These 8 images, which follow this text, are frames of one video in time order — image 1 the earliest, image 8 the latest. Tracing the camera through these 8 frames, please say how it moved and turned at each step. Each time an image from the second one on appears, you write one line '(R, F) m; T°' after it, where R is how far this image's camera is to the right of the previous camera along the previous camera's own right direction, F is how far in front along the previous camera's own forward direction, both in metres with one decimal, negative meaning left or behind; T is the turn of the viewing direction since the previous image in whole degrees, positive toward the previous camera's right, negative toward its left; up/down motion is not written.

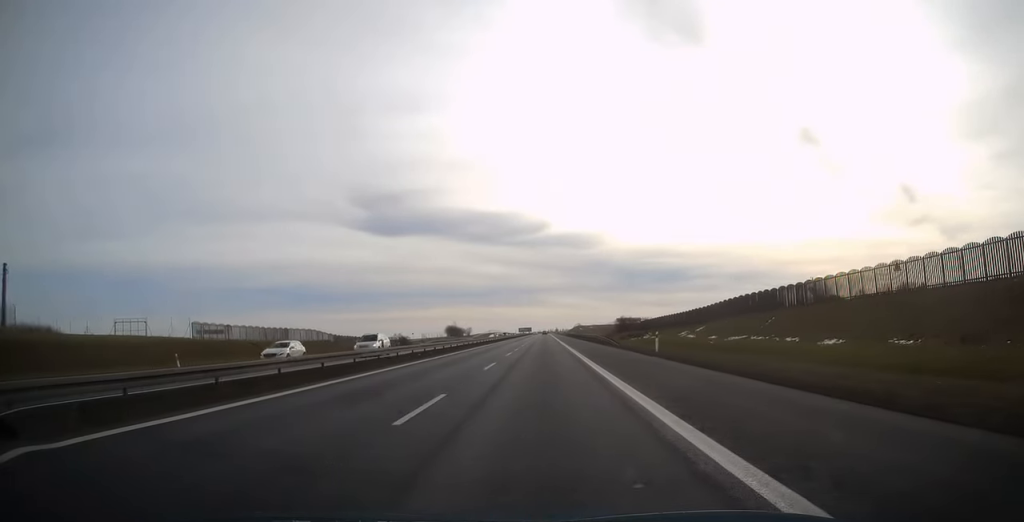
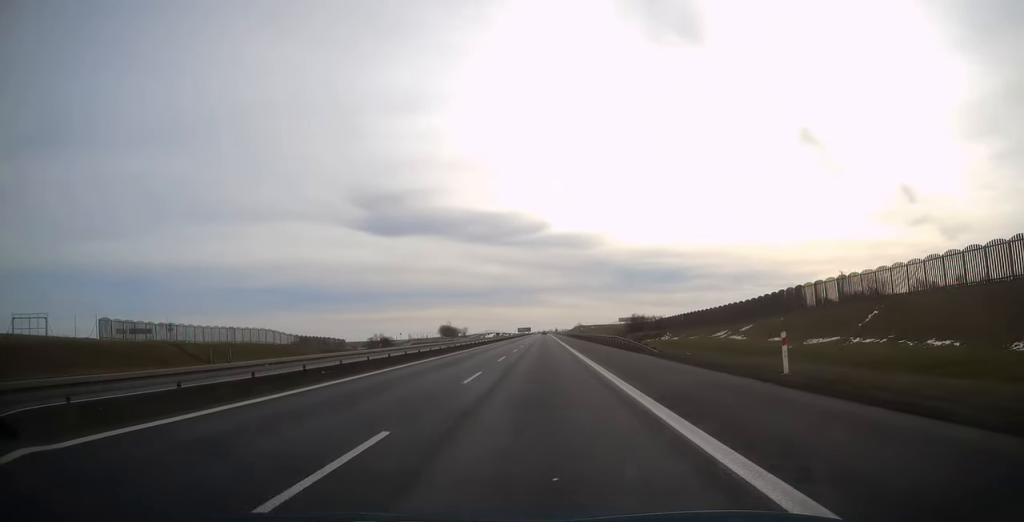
(+0.1, +17.9) m; 0°
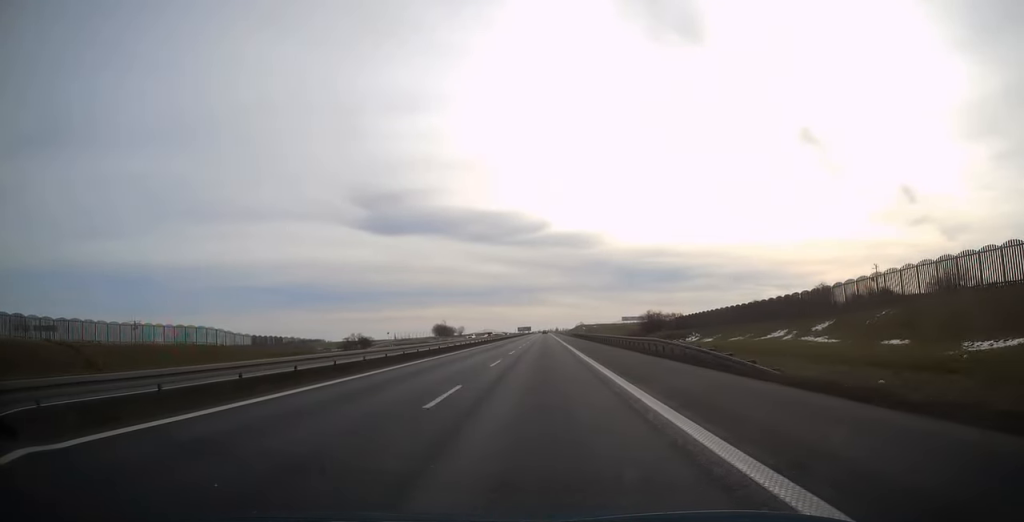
(+0.1, +16.9) m; 0°
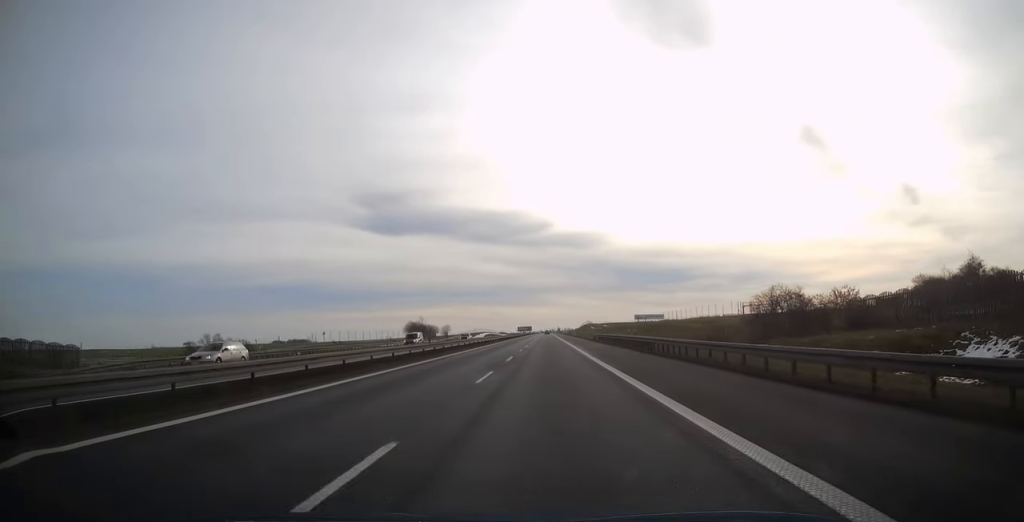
(-0.1, +55.8) m; 0°
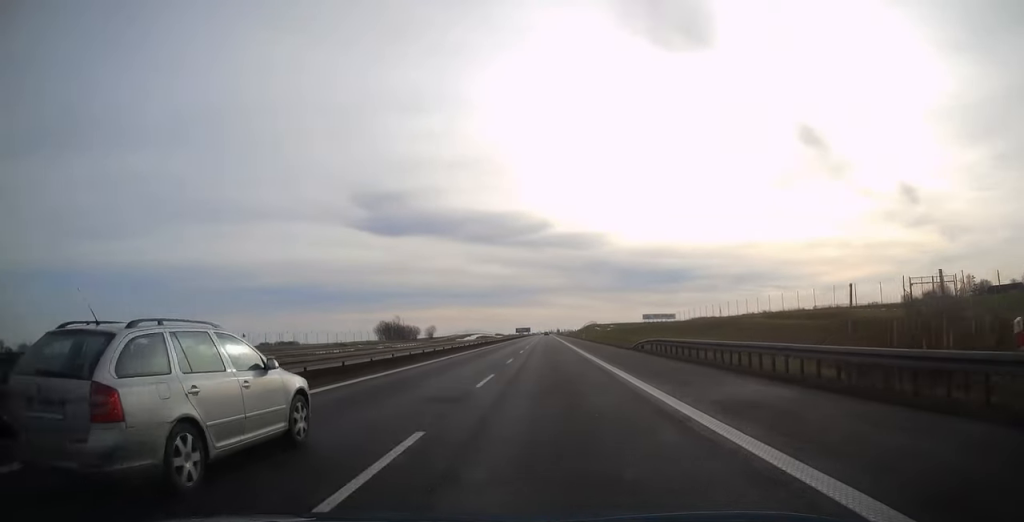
(-0.2, +36.2) m; 0°
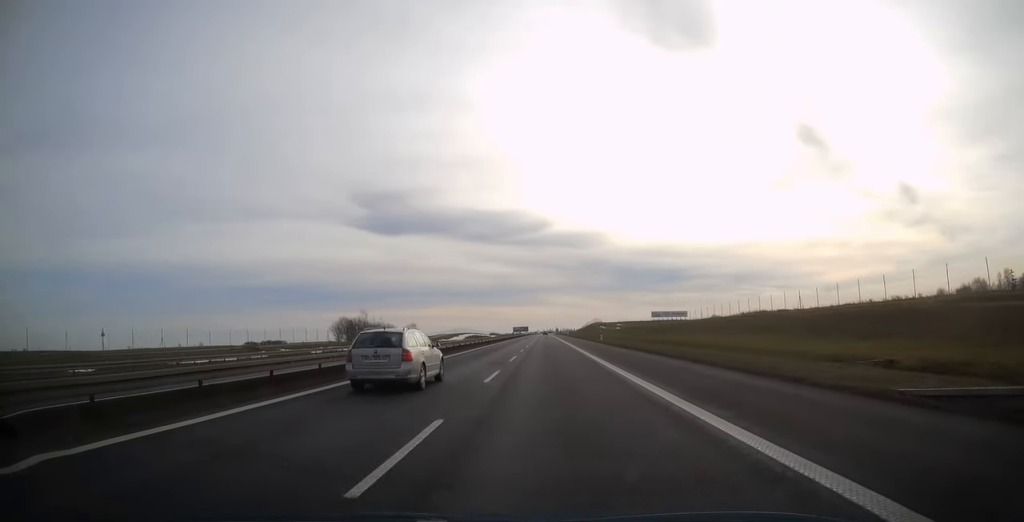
(+0.3, +34.7) m; 0°
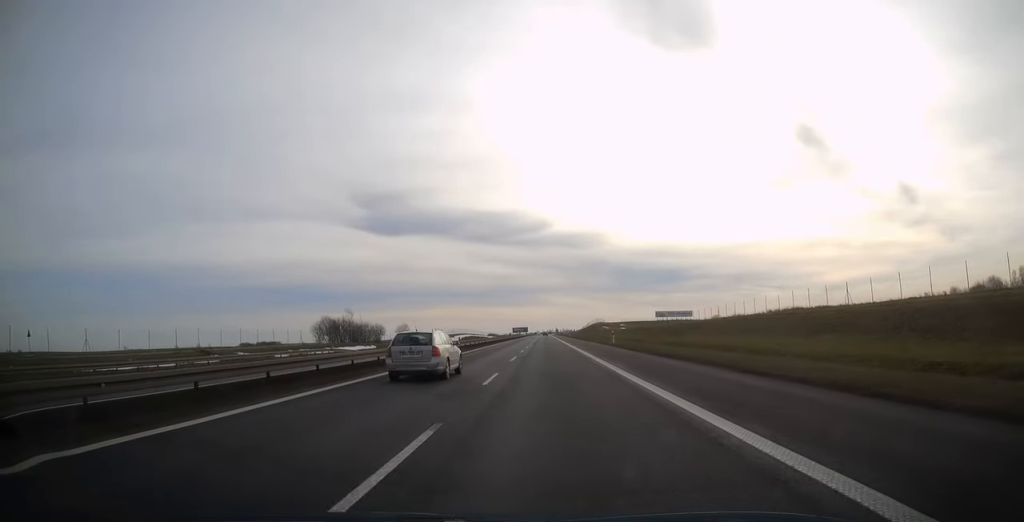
(0.0, +12.2) m; 0°
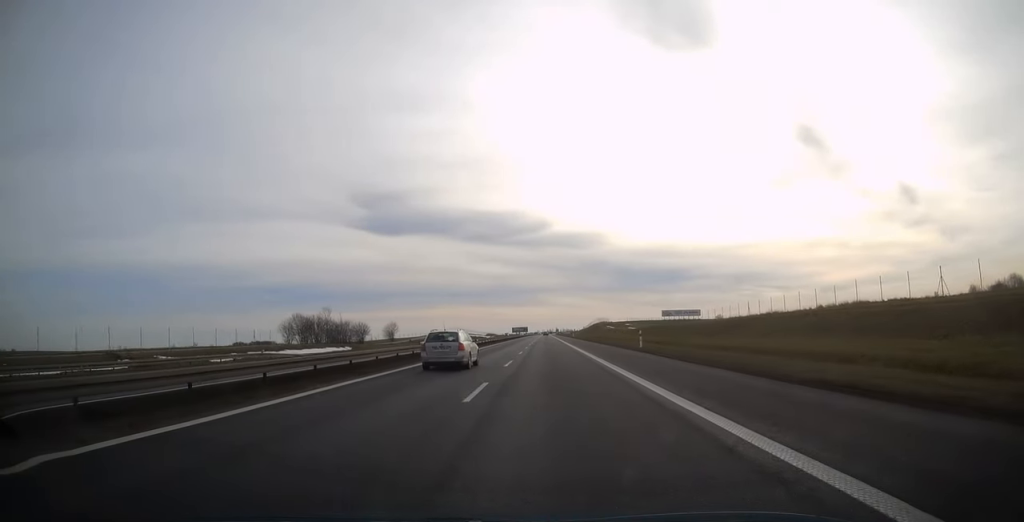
(0.0, +16.3) m; 0°
